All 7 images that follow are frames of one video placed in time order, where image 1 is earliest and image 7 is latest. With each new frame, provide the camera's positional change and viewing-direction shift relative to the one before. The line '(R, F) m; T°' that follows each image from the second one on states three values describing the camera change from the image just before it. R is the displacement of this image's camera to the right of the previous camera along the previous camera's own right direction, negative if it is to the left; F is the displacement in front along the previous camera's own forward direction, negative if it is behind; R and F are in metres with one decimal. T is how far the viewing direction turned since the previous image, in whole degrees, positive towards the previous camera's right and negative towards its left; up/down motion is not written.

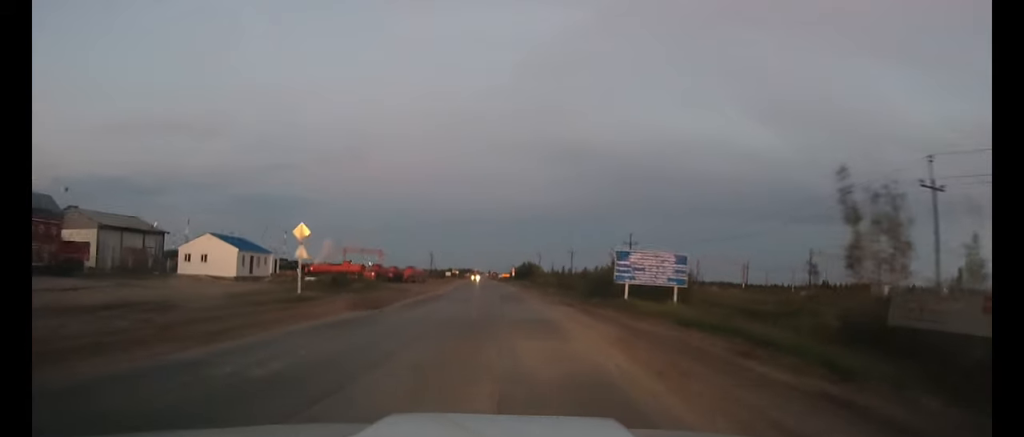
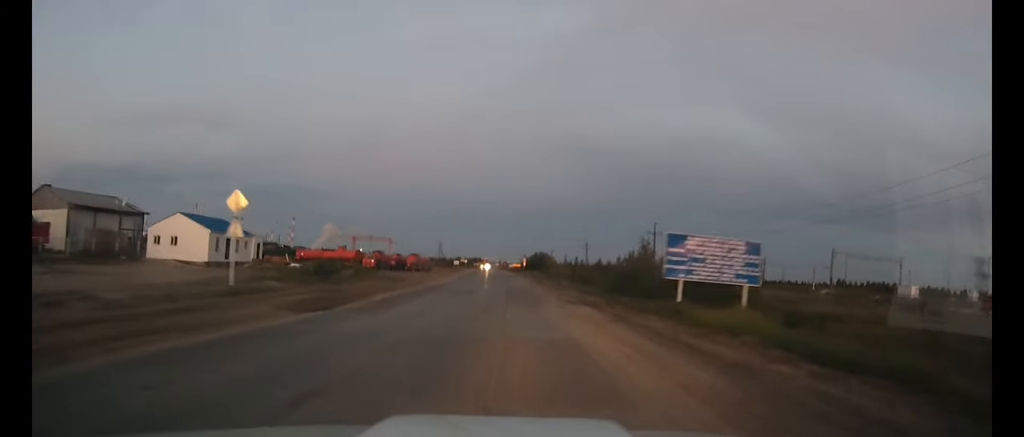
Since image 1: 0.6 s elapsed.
(-0.1, +8.1) m; -1°
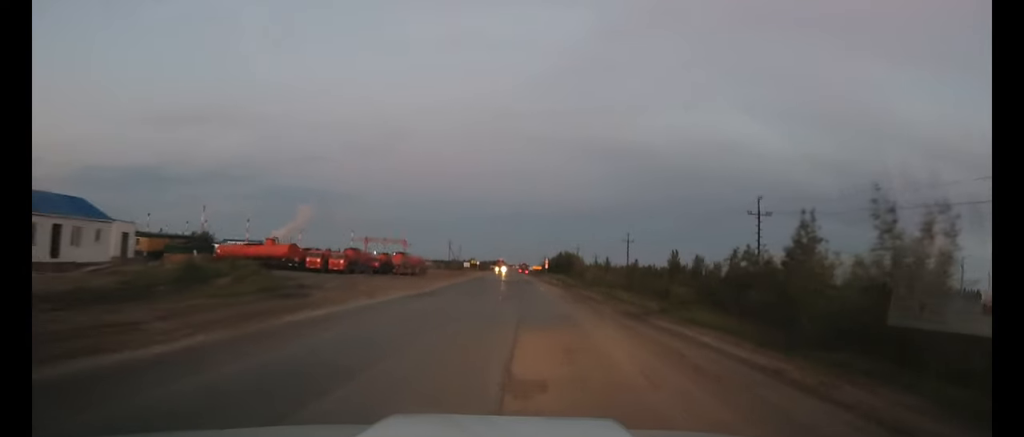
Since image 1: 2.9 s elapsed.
(-0.8, +28.6) m; -2°
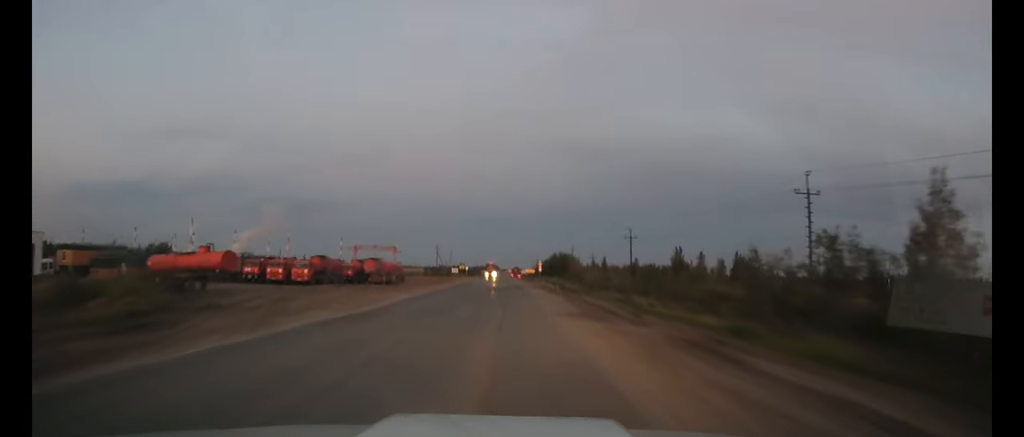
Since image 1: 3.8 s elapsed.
(0.0, +10.7) m; 0°
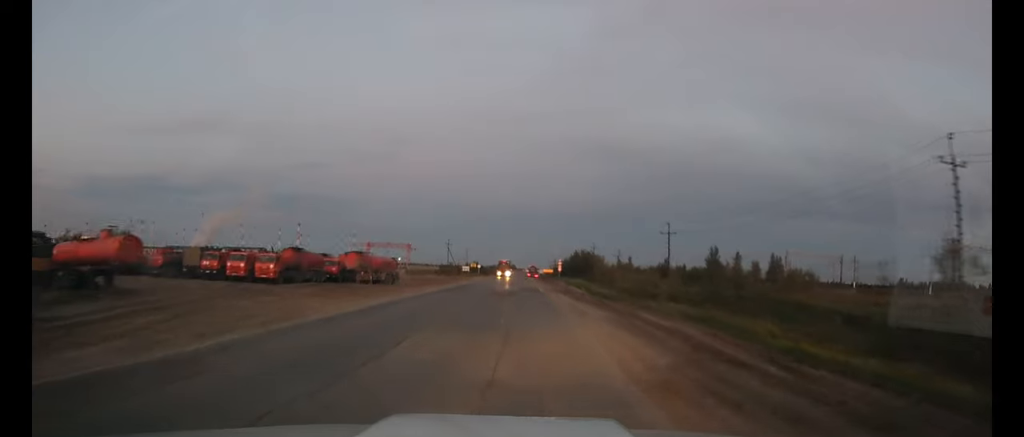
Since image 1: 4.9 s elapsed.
(0.0, +13.9) m; -1°
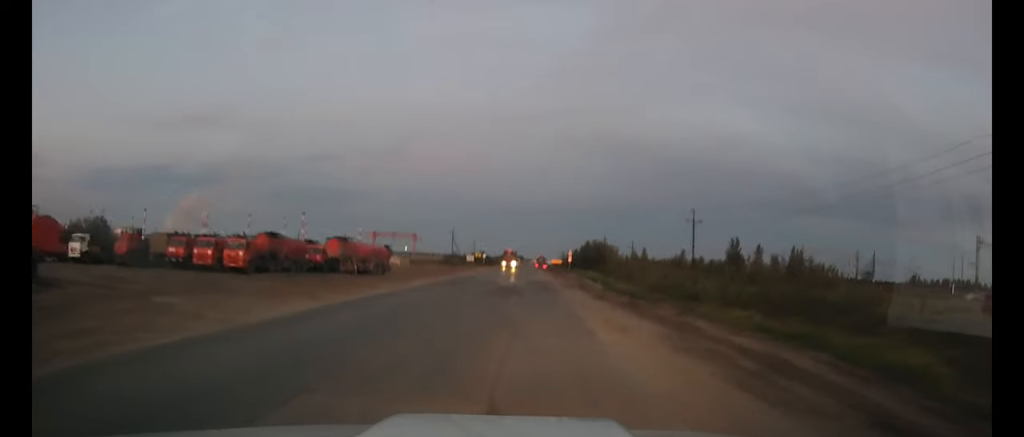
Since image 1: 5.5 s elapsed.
(0.0, +7.7) m; -1°
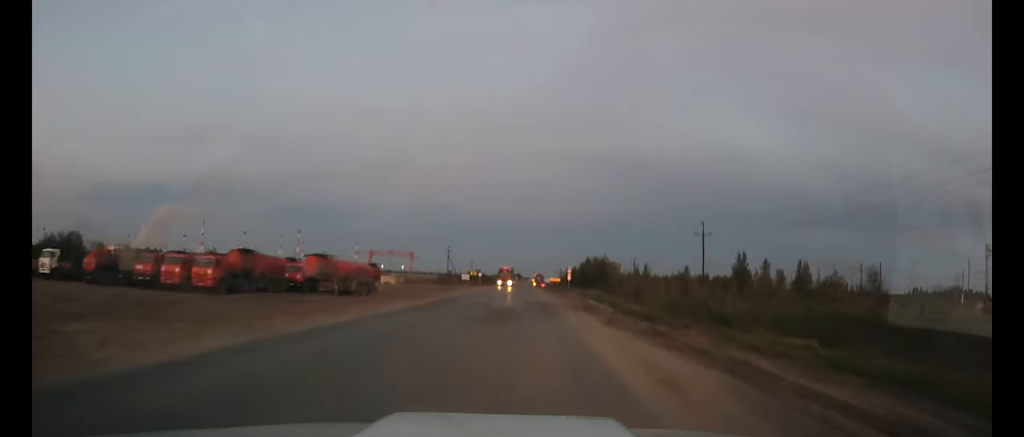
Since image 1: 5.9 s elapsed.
(-0.1, +4.9) m; 0°
